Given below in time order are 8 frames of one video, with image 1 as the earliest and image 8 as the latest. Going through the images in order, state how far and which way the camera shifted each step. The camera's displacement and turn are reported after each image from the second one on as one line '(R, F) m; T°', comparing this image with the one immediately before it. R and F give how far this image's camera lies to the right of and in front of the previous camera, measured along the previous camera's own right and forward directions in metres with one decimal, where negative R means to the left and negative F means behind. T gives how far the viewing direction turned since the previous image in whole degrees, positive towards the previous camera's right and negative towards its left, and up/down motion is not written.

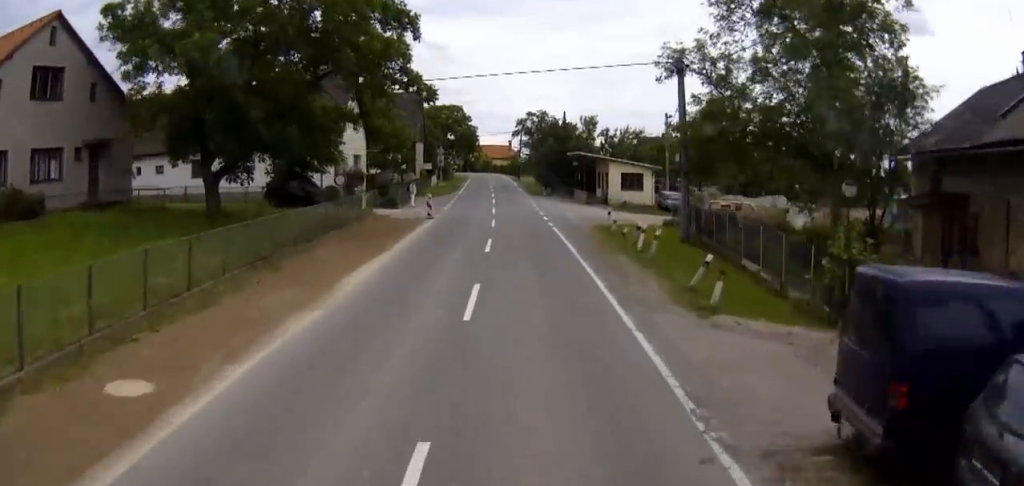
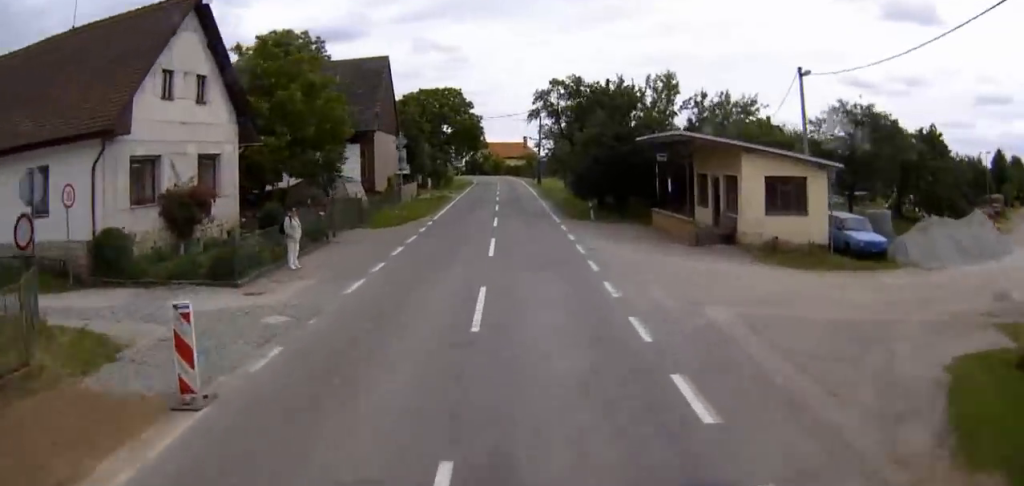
(-0.2, +27.4) m; 0°
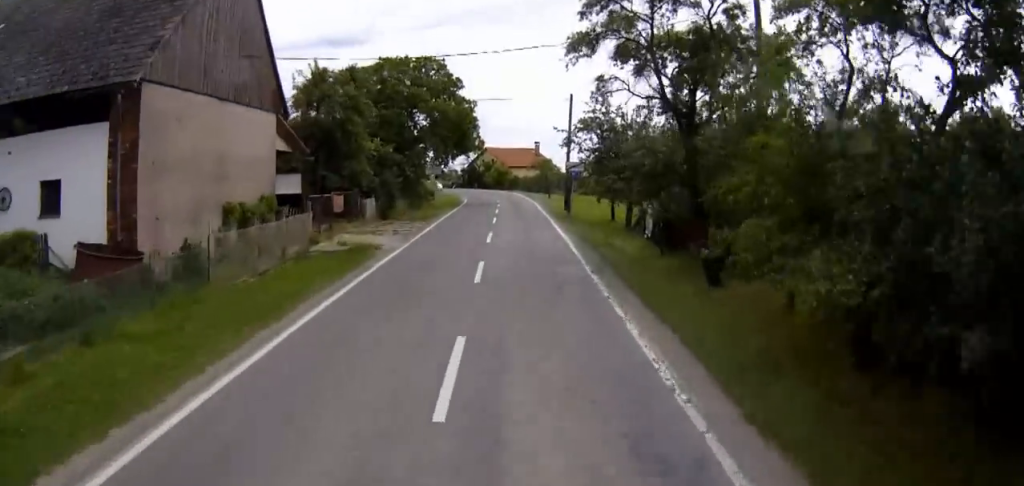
(-0.1, +30.3) m; 0°
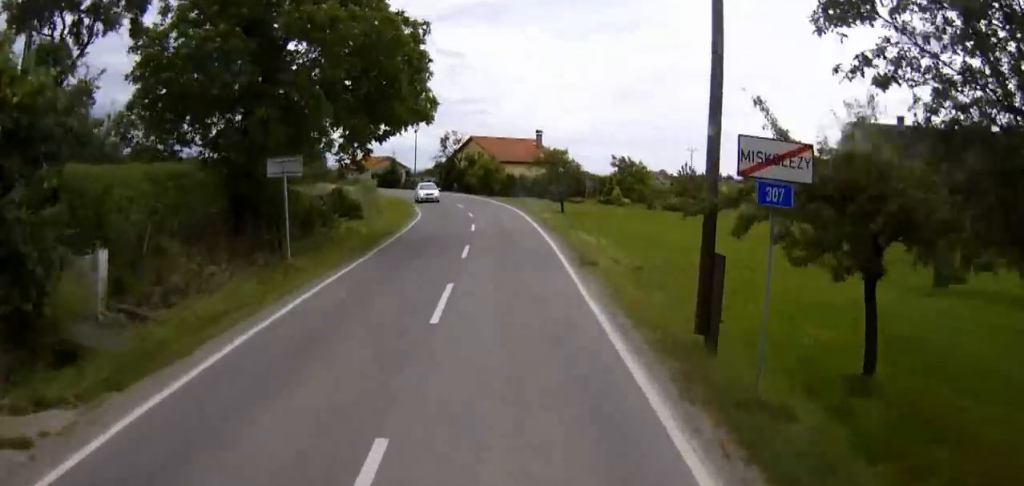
(0.0, +31.0) m; -1°
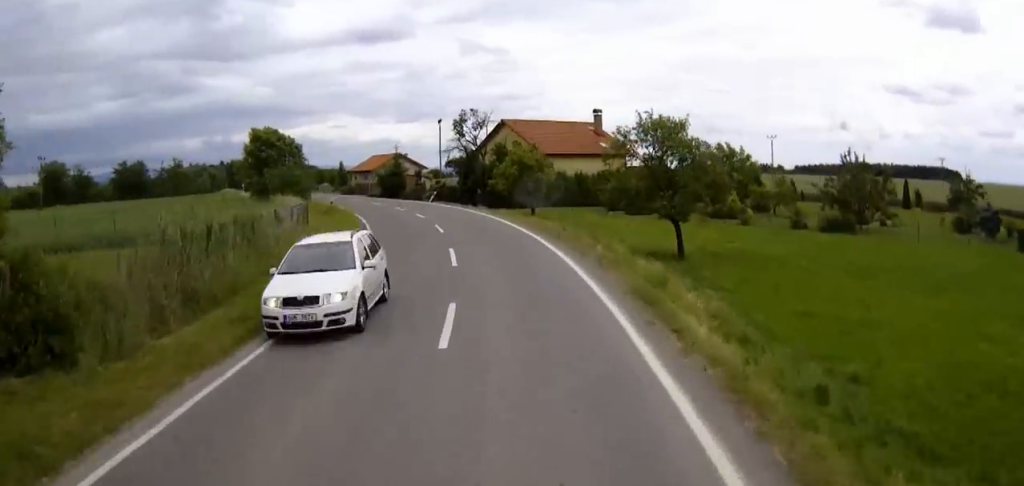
(-0.7, +28.0) m; -4°
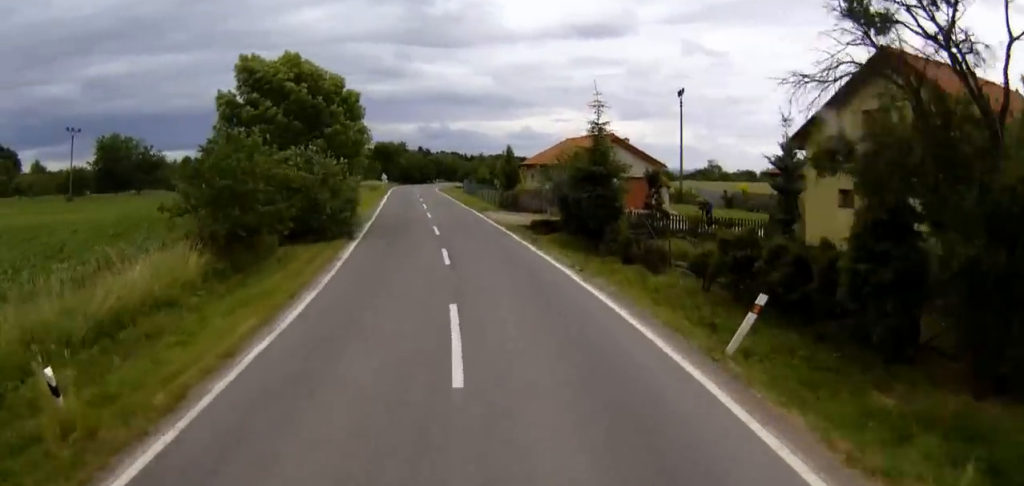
(-4.0, +42.7) m; -13°
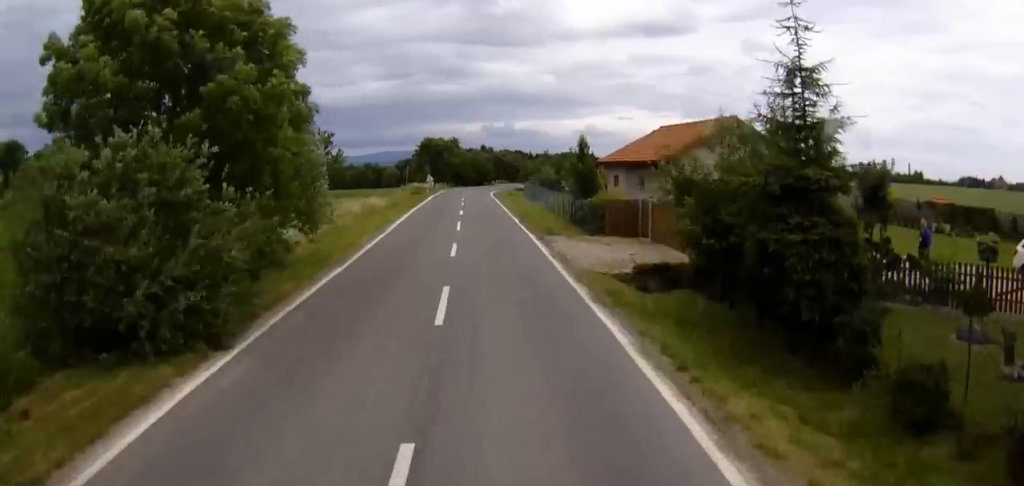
(-1.3, +14.6) m; -5°
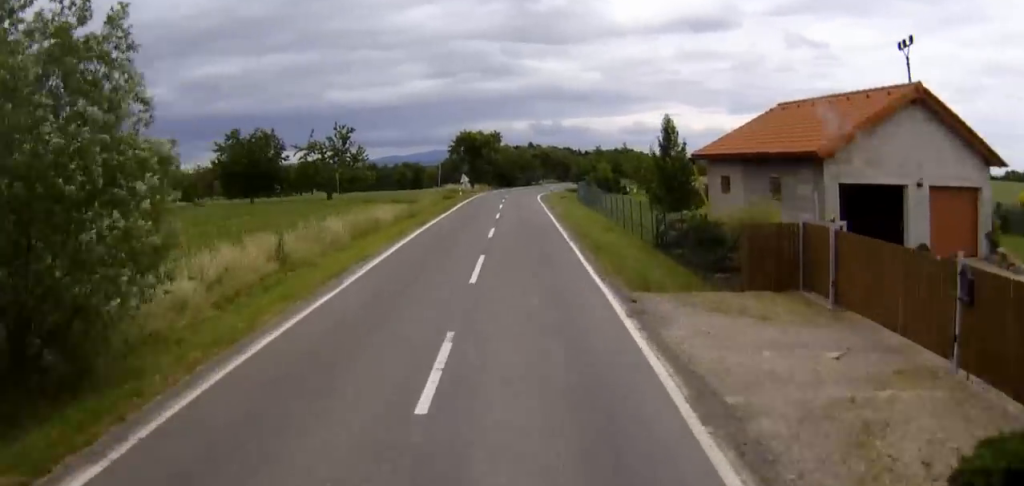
(-0.5, +12.5) m; -3°
